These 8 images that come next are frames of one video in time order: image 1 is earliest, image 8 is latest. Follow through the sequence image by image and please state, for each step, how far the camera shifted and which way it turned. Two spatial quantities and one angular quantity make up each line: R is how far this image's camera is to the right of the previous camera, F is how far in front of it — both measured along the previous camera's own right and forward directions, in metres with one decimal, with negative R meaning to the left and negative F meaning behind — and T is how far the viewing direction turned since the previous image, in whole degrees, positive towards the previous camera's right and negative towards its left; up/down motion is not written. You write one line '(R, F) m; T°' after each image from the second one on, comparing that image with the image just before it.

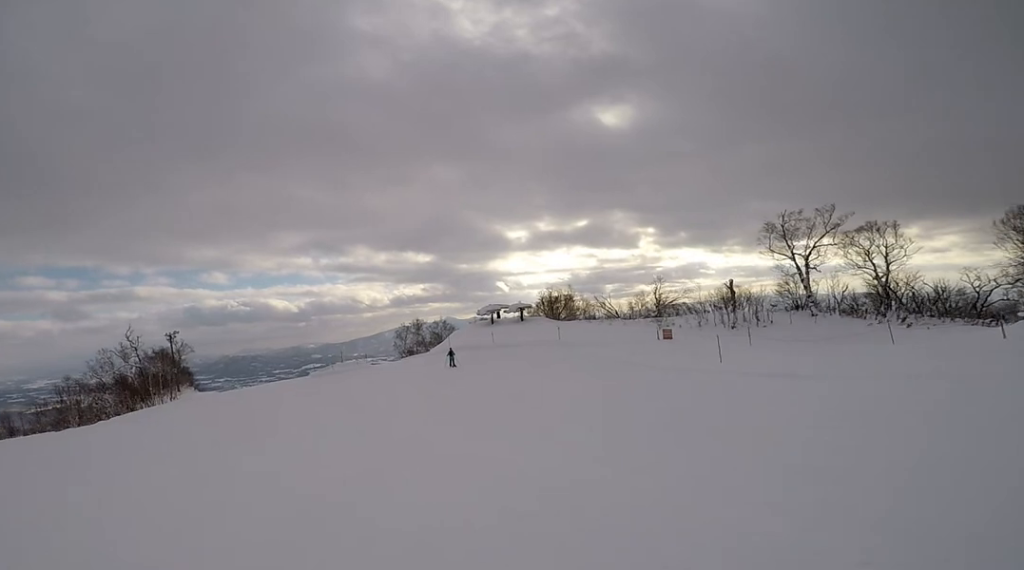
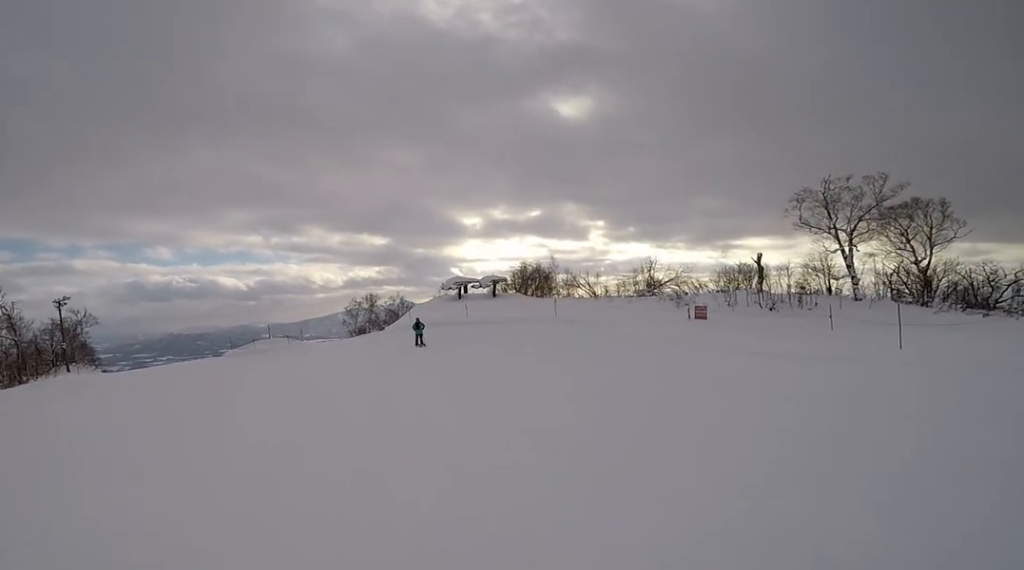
(-0.1, +12.7) m; -1°
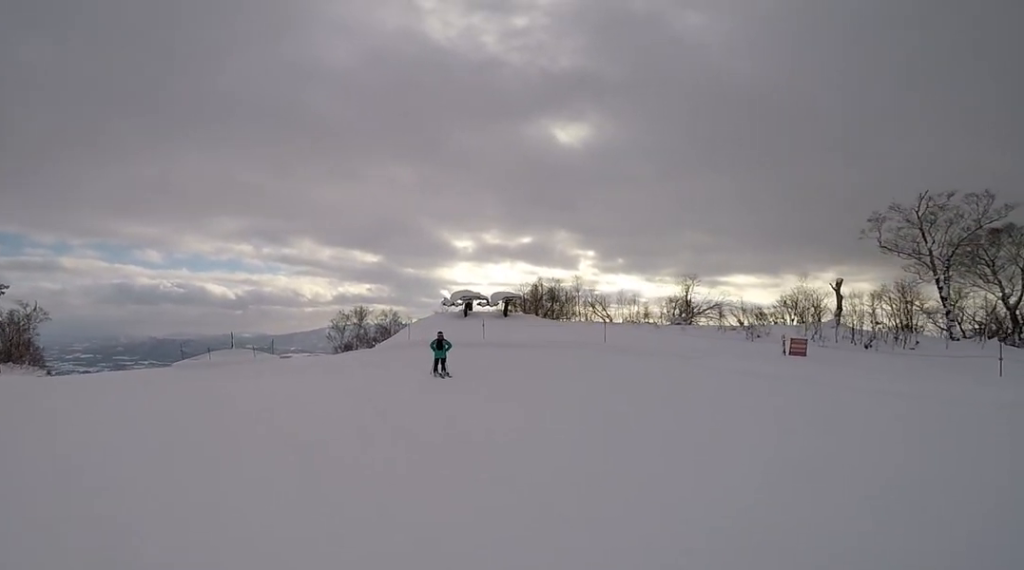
(0.0, +8.9) m; 0°
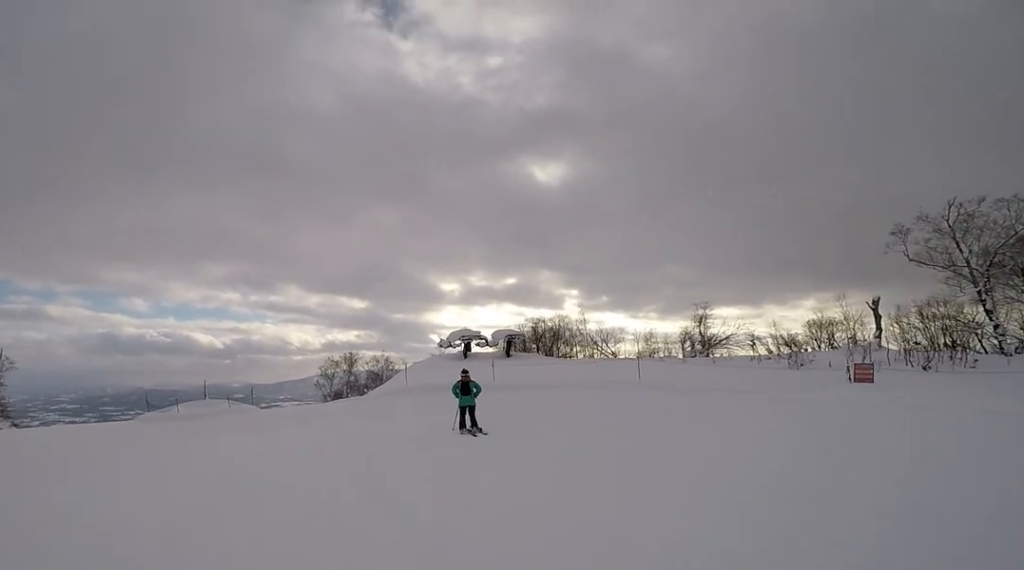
(0.0, +4.2) m; 0°
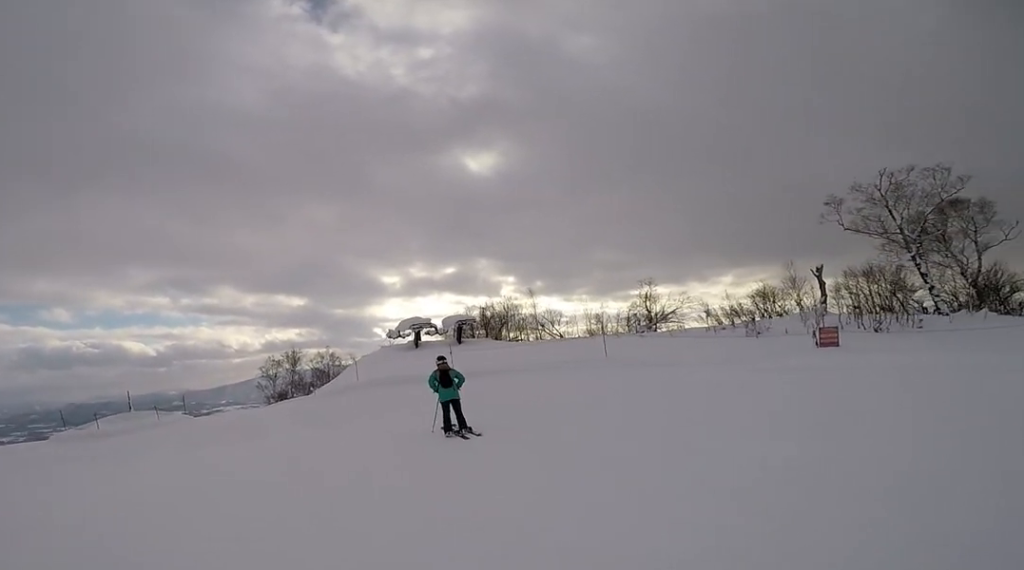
(0.0, +2.3) m; 0°
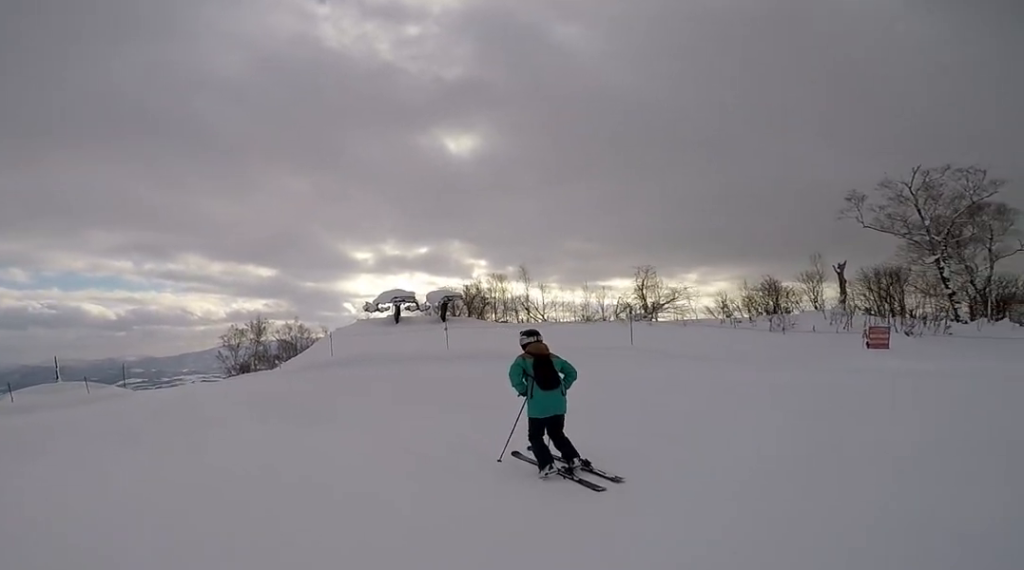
(0.0, +4.1) m; 0°
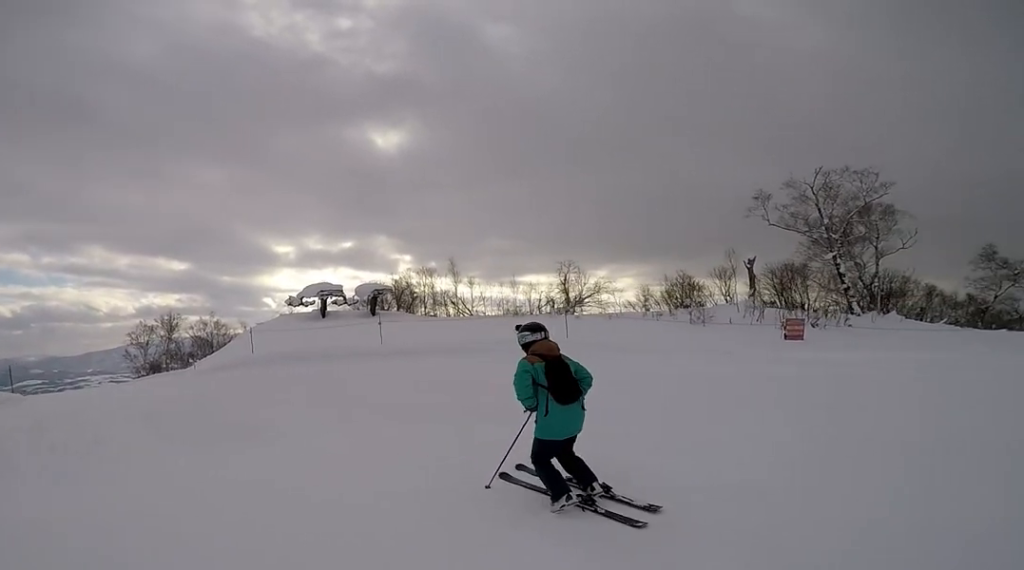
(0.0, +1.3) m; 0°
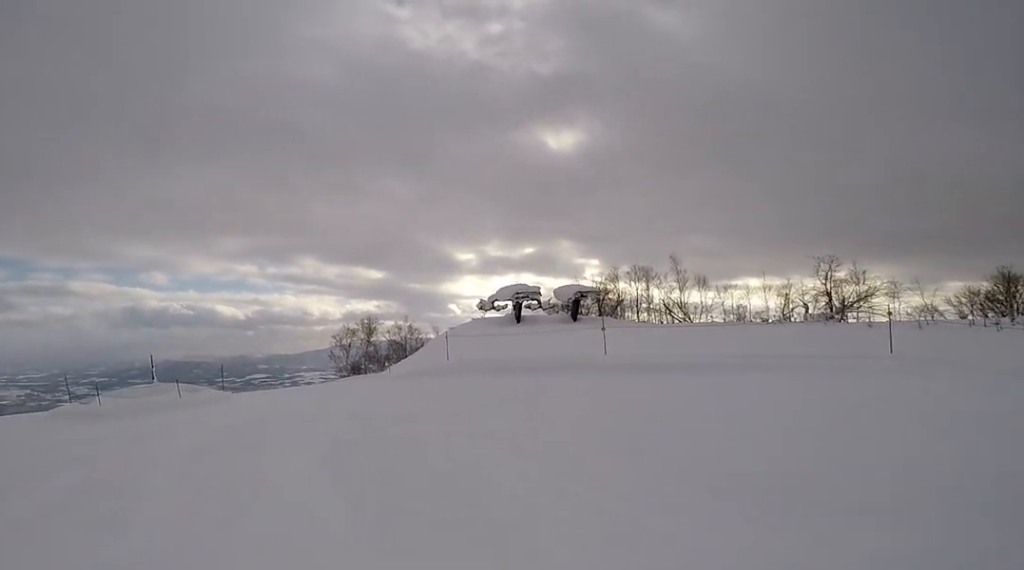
(0.0, +4.4) m; 0°
